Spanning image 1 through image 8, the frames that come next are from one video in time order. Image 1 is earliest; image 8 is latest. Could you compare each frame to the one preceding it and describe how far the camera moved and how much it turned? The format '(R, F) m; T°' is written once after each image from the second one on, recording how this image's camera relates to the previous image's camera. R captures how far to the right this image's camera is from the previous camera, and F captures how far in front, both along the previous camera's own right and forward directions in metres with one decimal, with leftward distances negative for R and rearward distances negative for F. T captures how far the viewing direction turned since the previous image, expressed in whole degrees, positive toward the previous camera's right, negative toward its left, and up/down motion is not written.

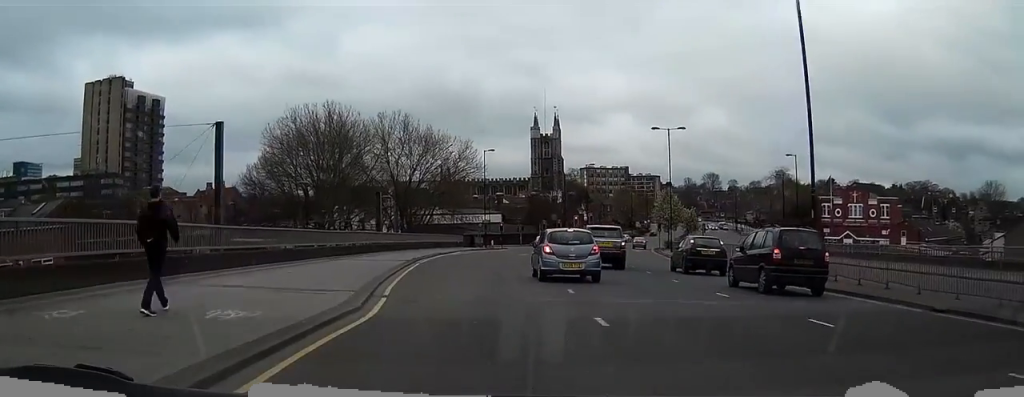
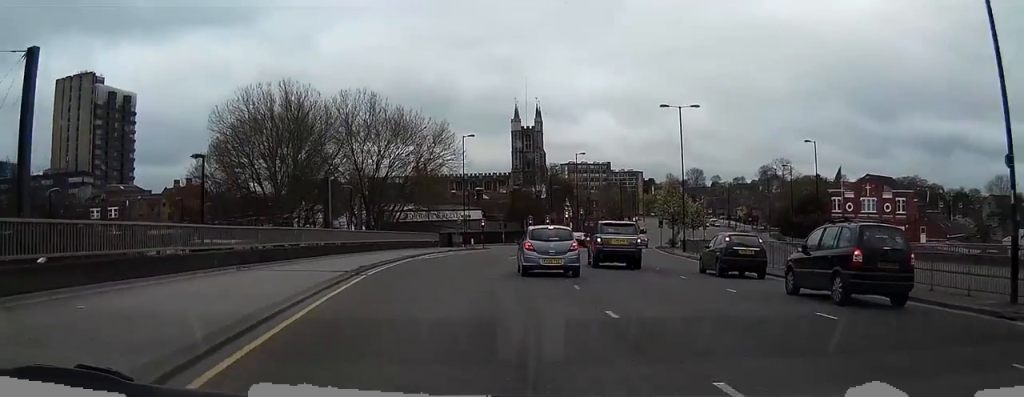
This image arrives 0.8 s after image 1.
(+0.1, +10.2) m; +2°
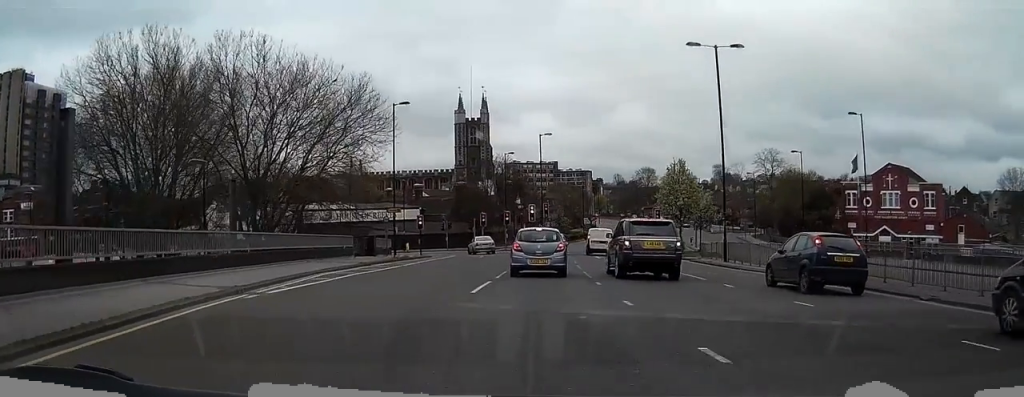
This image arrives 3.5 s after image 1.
(+1.8, +33.3) m; +6°
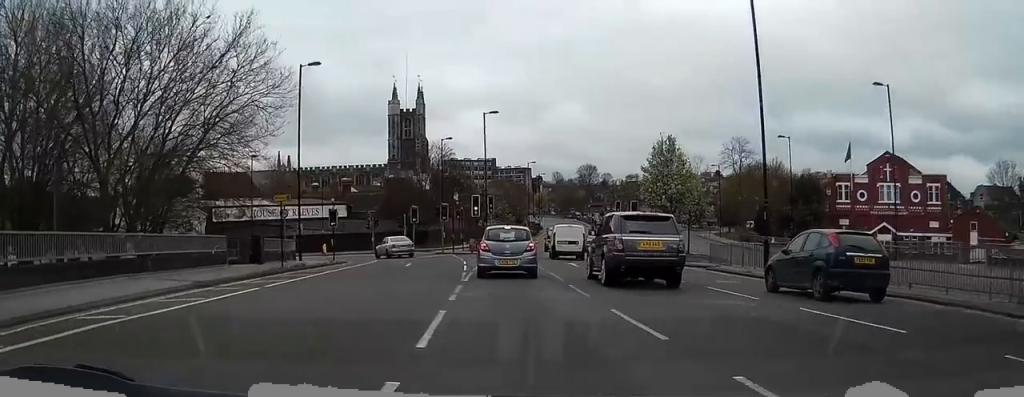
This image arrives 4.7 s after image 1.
(+0.5, +13.1) m; +4°
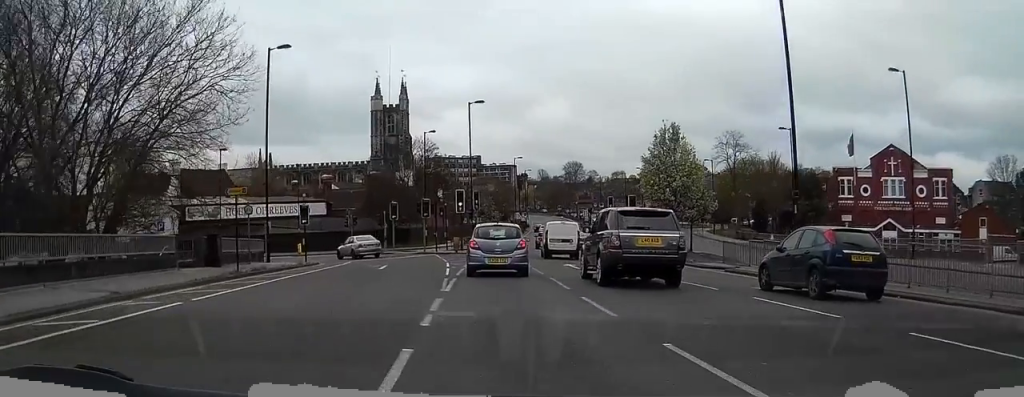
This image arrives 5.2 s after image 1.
(+0.1, +4.0) m; +2°
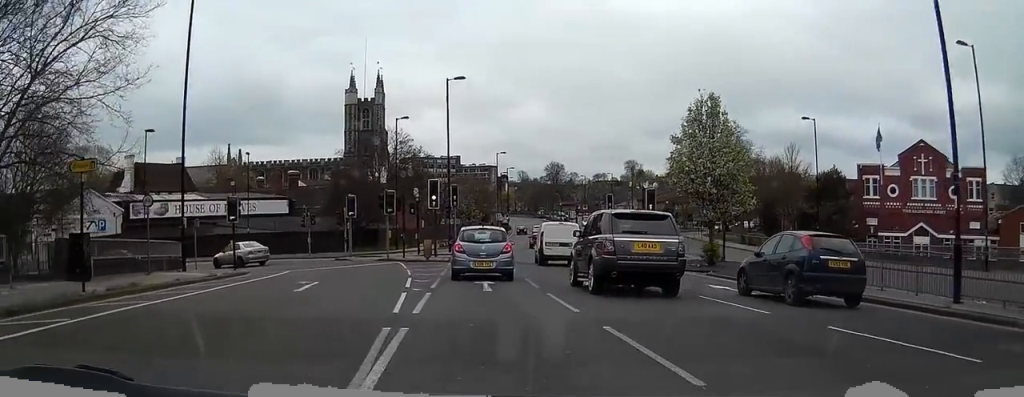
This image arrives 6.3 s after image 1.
(+0.4, +9.6) m; +4°
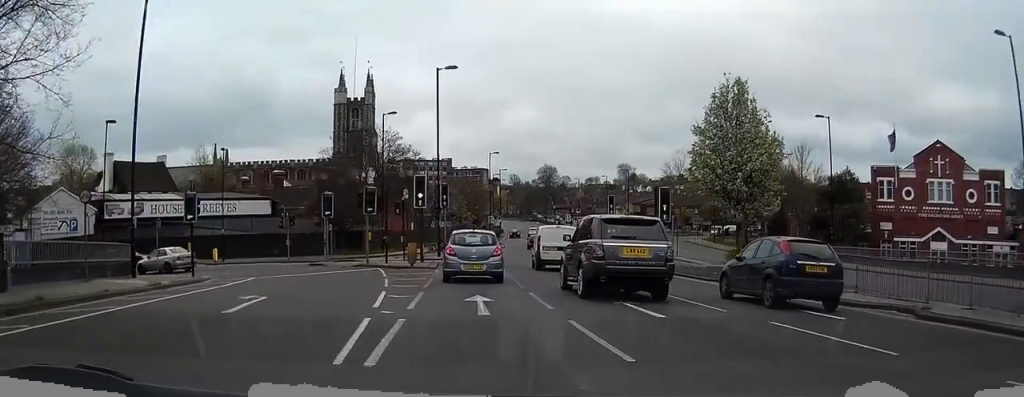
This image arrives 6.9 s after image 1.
(0.0, +4.2) m; 0°
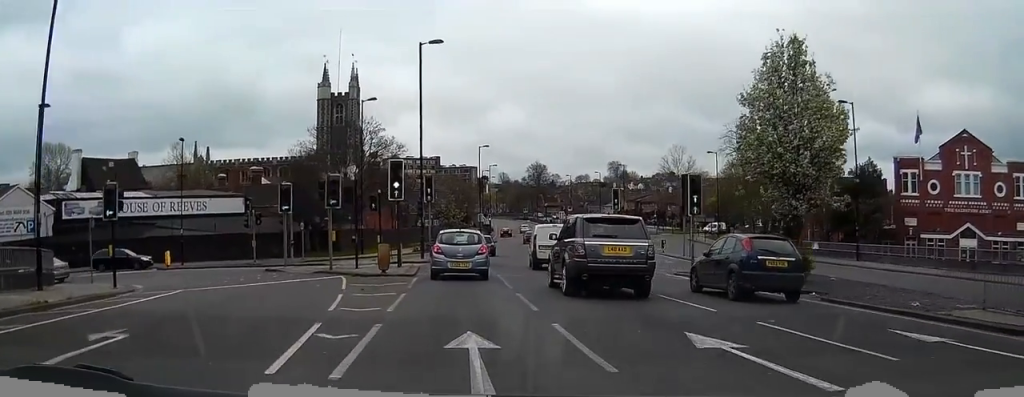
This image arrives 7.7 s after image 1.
(0.0, +6.1) m; 0°
